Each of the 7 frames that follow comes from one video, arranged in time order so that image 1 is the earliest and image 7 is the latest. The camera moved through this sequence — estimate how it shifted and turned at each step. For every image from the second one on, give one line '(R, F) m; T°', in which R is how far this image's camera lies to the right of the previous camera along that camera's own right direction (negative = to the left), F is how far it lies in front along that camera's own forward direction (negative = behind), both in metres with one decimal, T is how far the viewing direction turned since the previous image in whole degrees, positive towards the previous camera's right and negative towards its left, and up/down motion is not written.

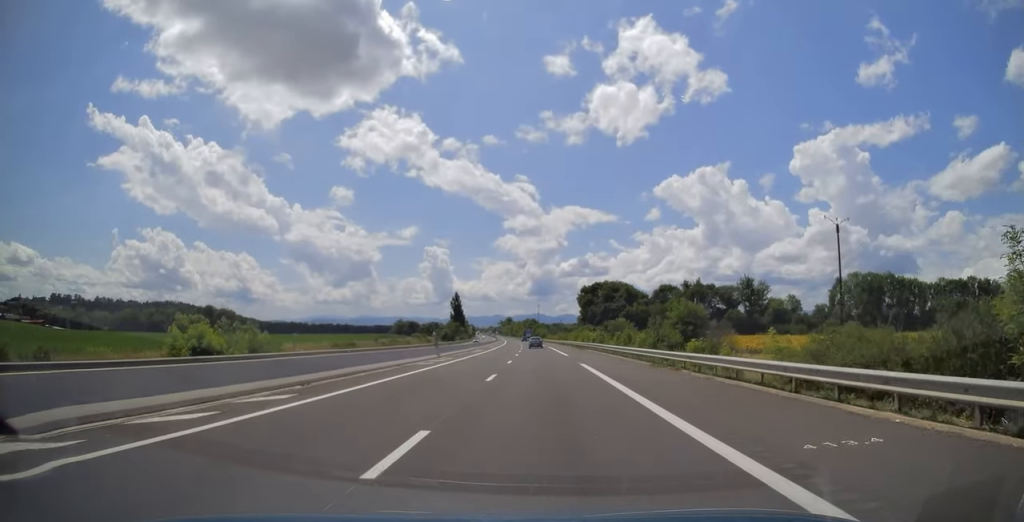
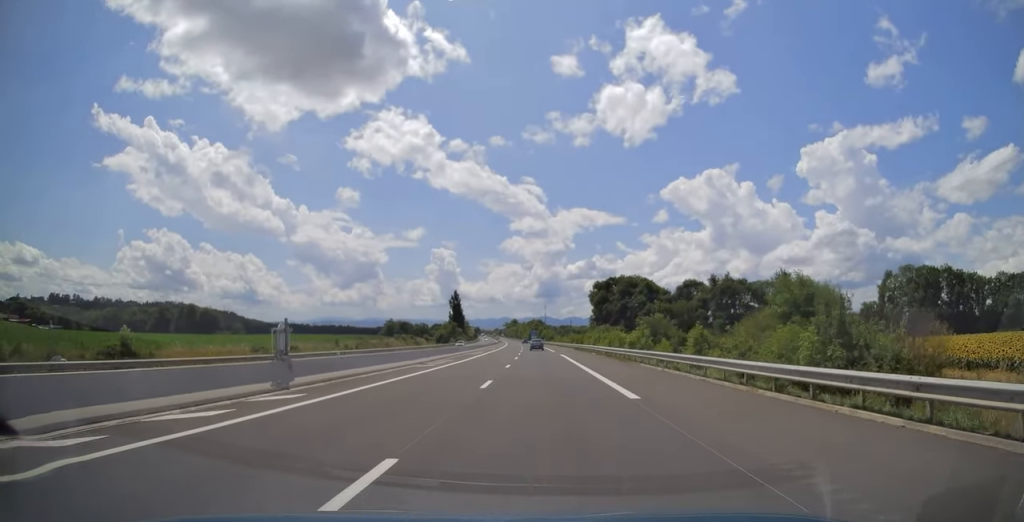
(0.0, +28.8) m; -1°
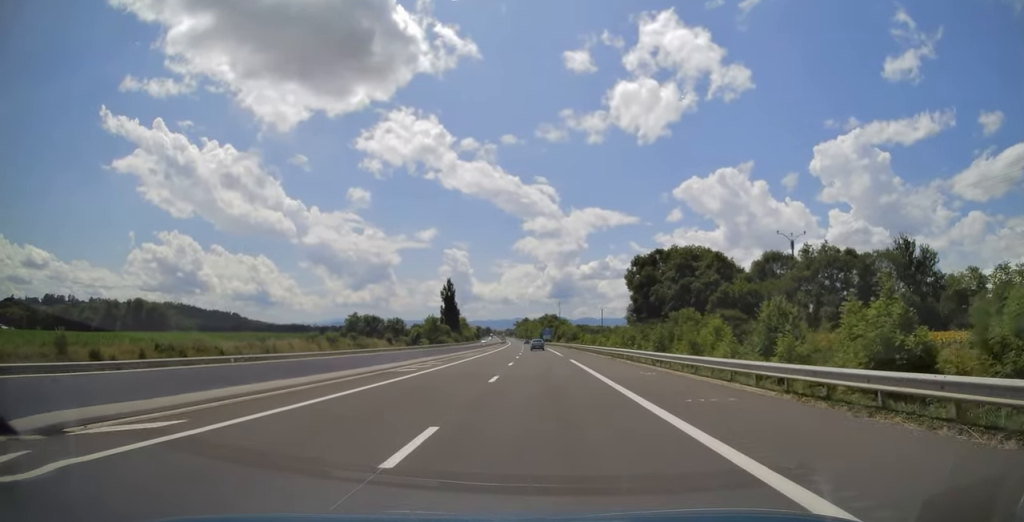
(-1.1, +64.4) m; -1°
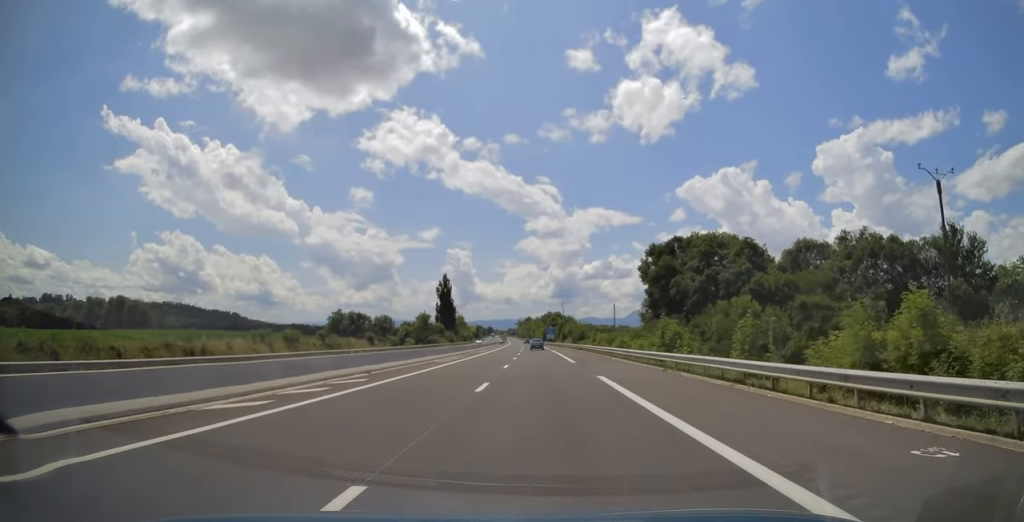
(0.0, +17.3) m; 0°
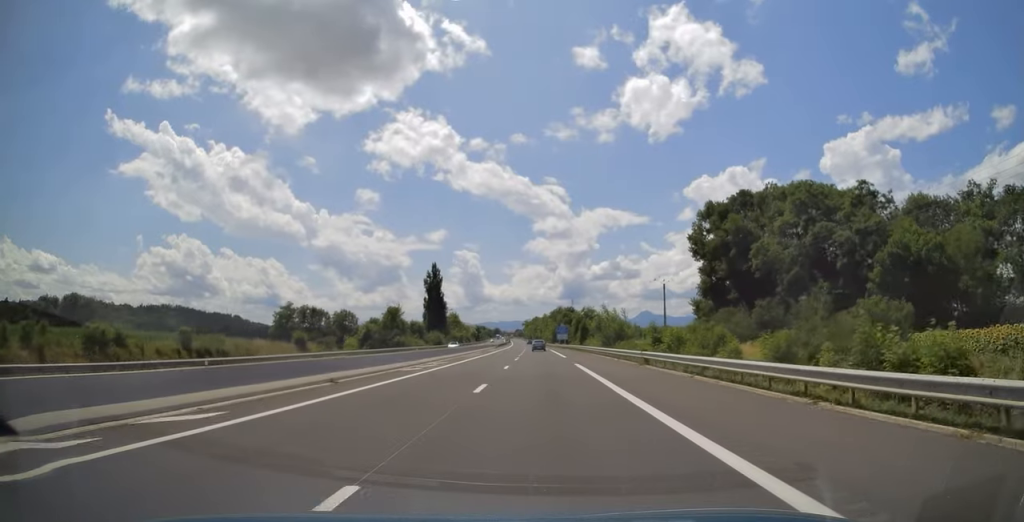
(-0.4, +39.8) m; -1°
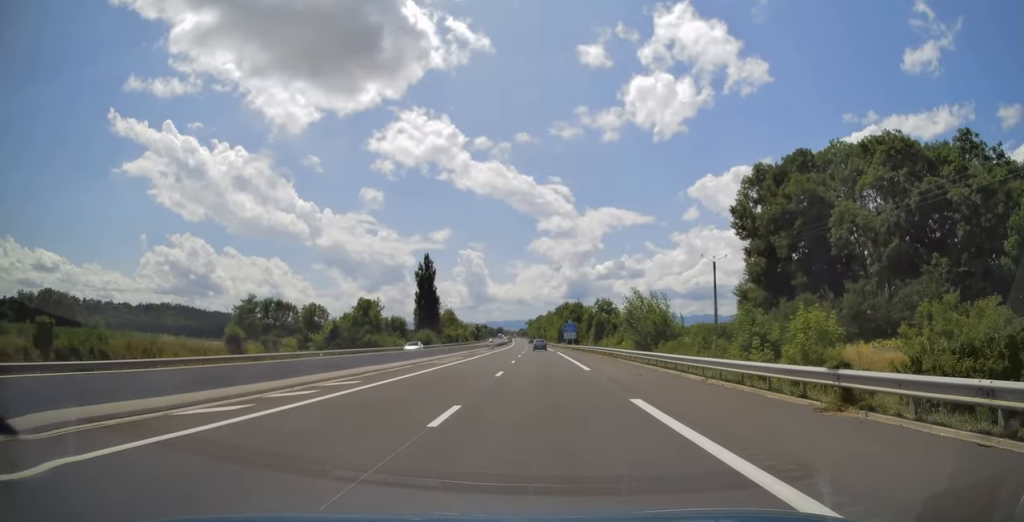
(-0.1, +19.9) m; 0°
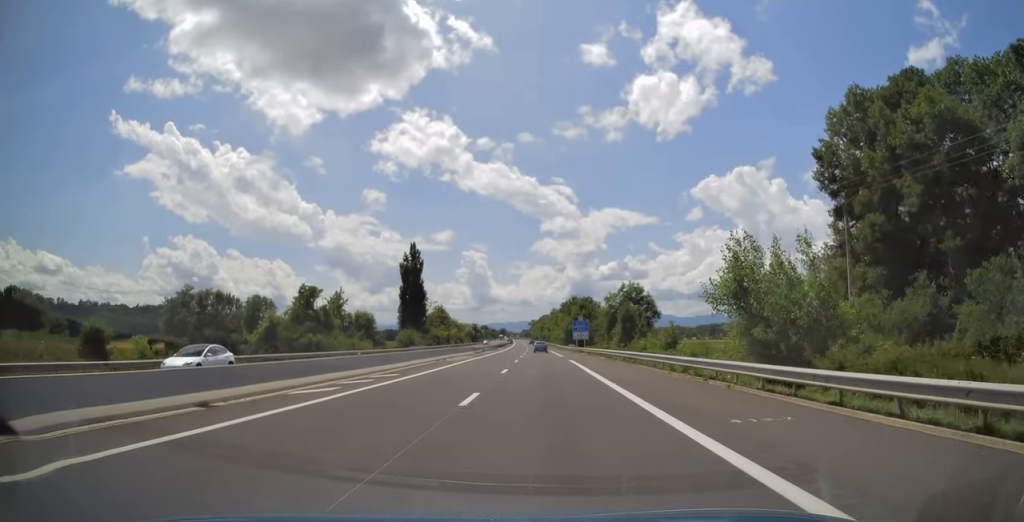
(0.0, +23.6) m; 0°
